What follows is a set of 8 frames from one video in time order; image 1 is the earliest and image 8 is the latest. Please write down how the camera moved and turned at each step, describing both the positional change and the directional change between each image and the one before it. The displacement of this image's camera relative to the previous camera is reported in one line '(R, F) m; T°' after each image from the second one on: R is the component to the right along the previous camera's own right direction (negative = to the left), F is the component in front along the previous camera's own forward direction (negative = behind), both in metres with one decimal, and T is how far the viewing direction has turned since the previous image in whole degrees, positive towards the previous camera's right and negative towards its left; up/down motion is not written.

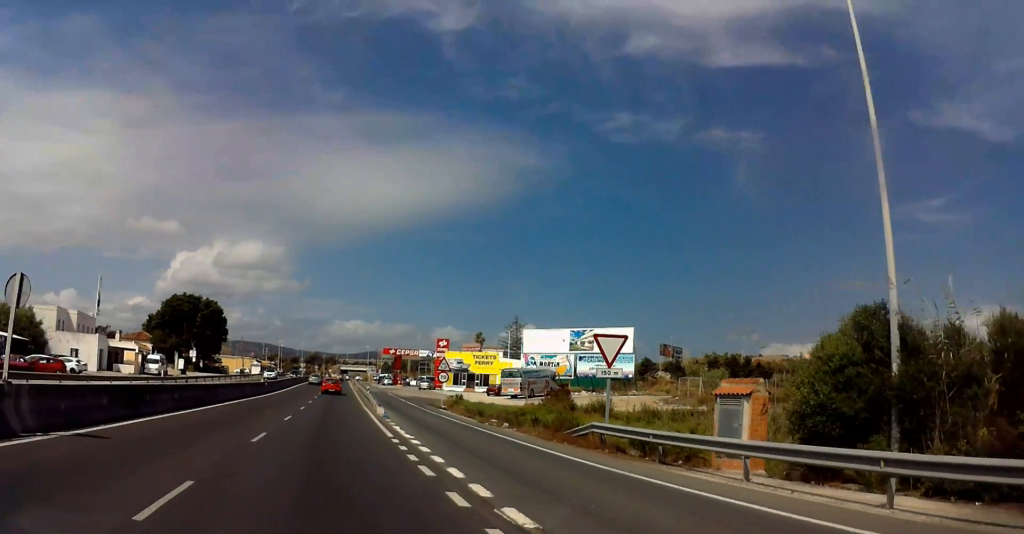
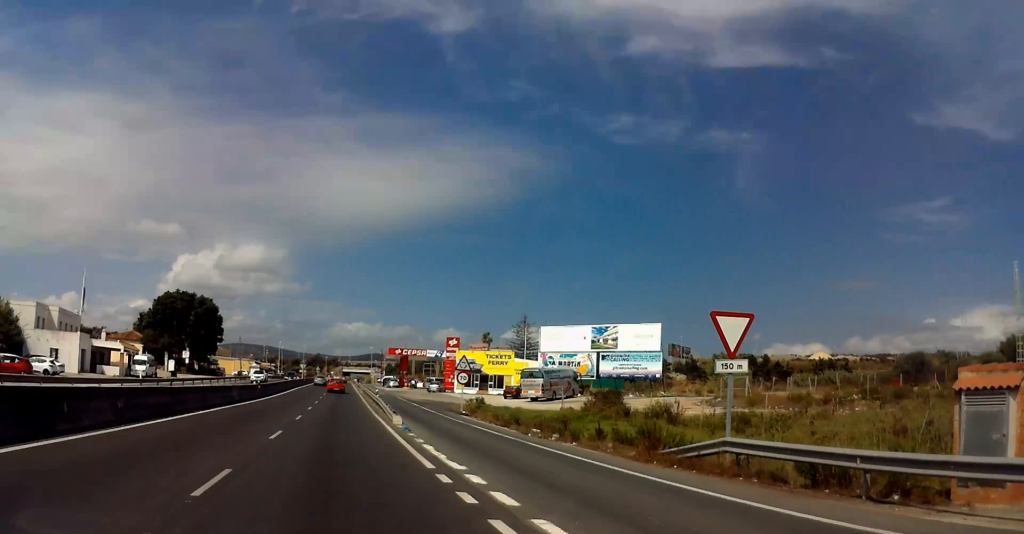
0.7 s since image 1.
(-0.4, +7.1) m; -1°
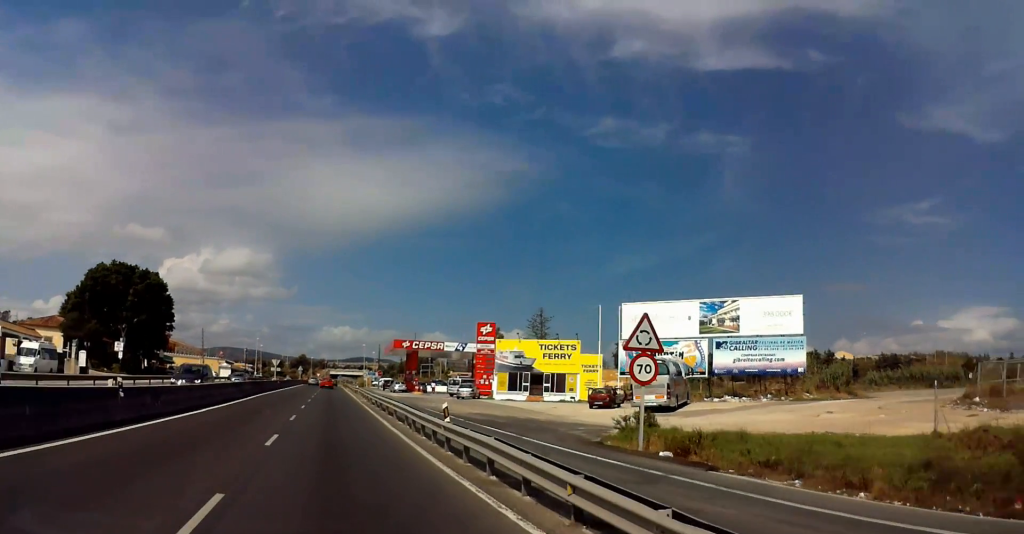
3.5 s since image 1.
(+0.8, +31.1) m; +1°
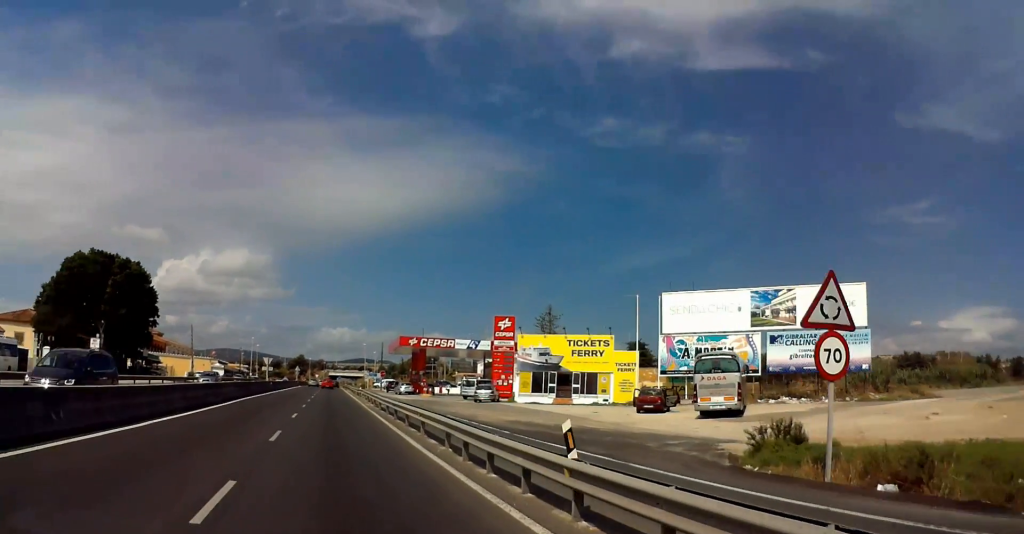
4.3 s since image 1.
(-0.1, +9.2) m; -1°
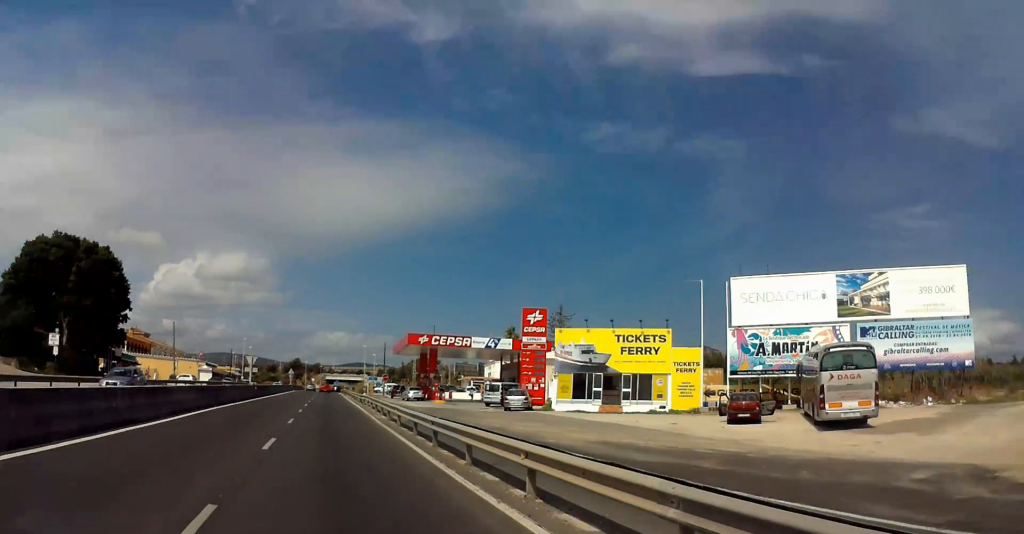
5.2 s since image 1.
(0.0, +10.7) m; -1°
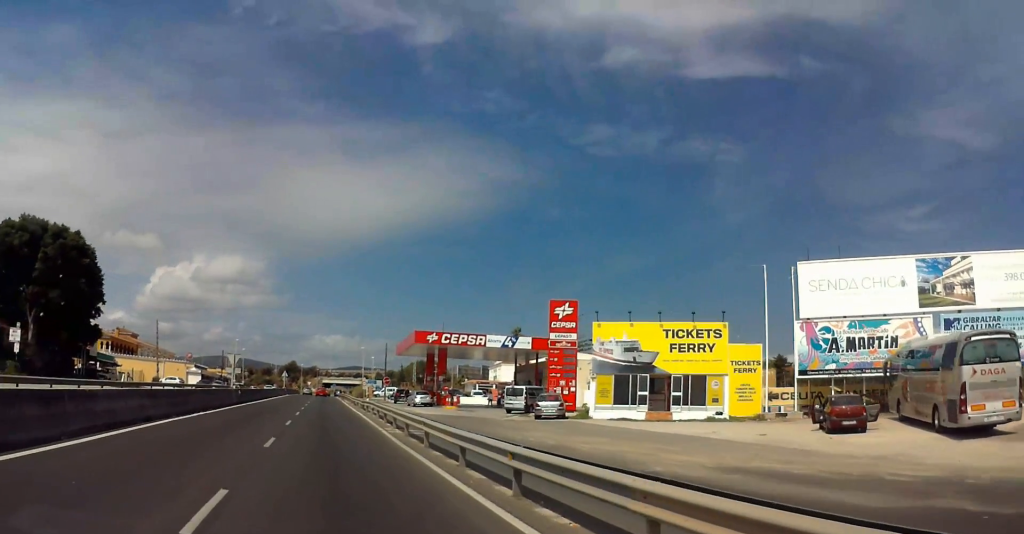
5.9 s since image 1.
(0.0, +6.6) m; -1°
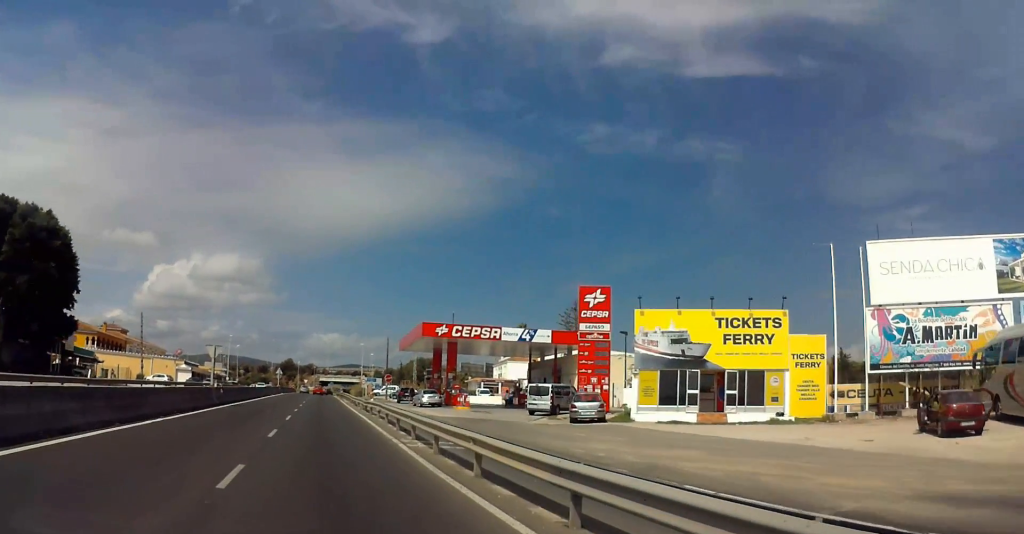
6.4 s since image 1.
(0.0, +5.9) m; 0°
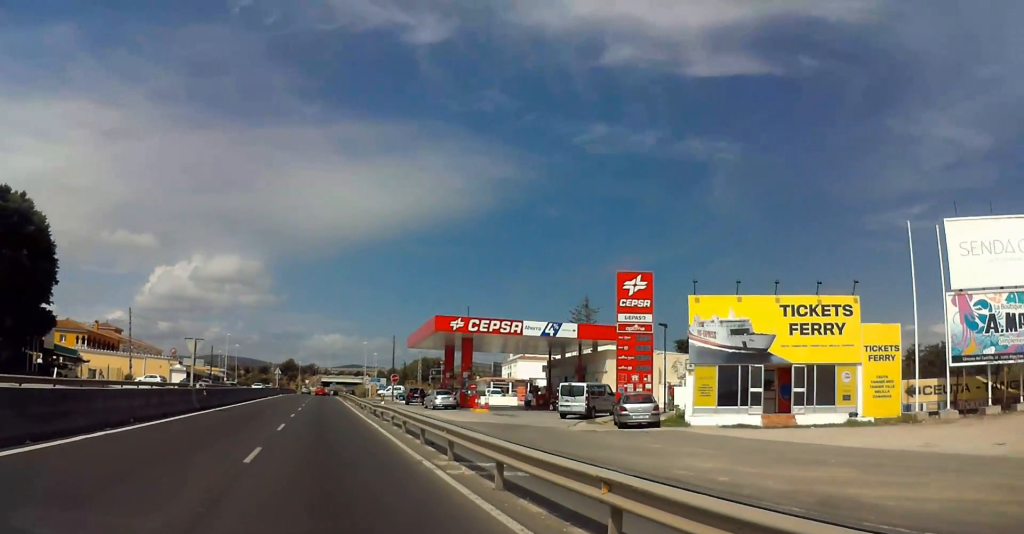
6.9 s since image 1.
(0.0, +4.7) m; 0°
